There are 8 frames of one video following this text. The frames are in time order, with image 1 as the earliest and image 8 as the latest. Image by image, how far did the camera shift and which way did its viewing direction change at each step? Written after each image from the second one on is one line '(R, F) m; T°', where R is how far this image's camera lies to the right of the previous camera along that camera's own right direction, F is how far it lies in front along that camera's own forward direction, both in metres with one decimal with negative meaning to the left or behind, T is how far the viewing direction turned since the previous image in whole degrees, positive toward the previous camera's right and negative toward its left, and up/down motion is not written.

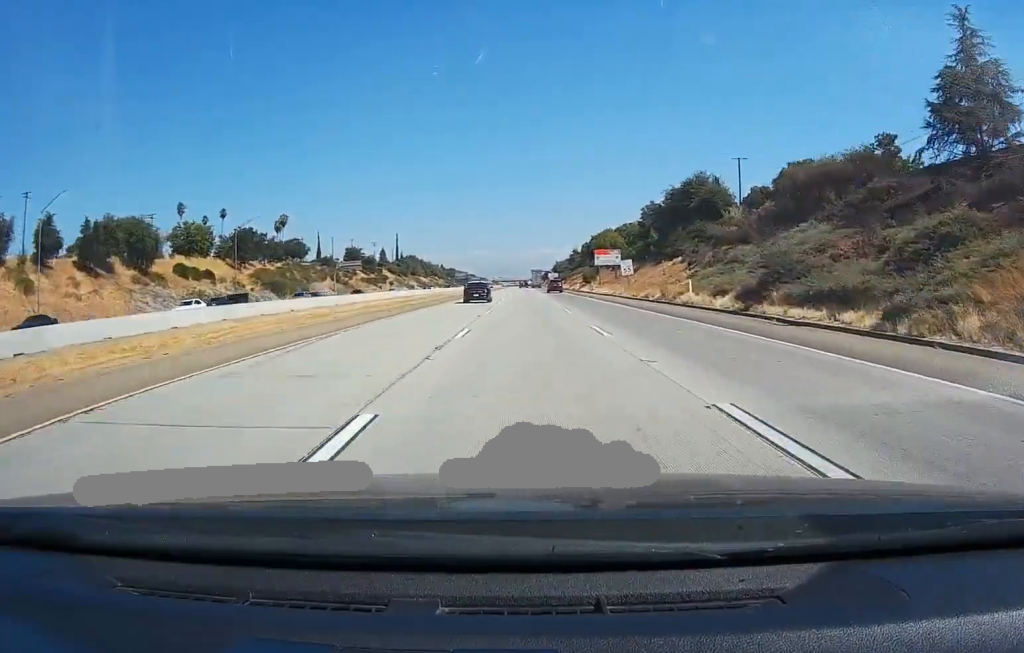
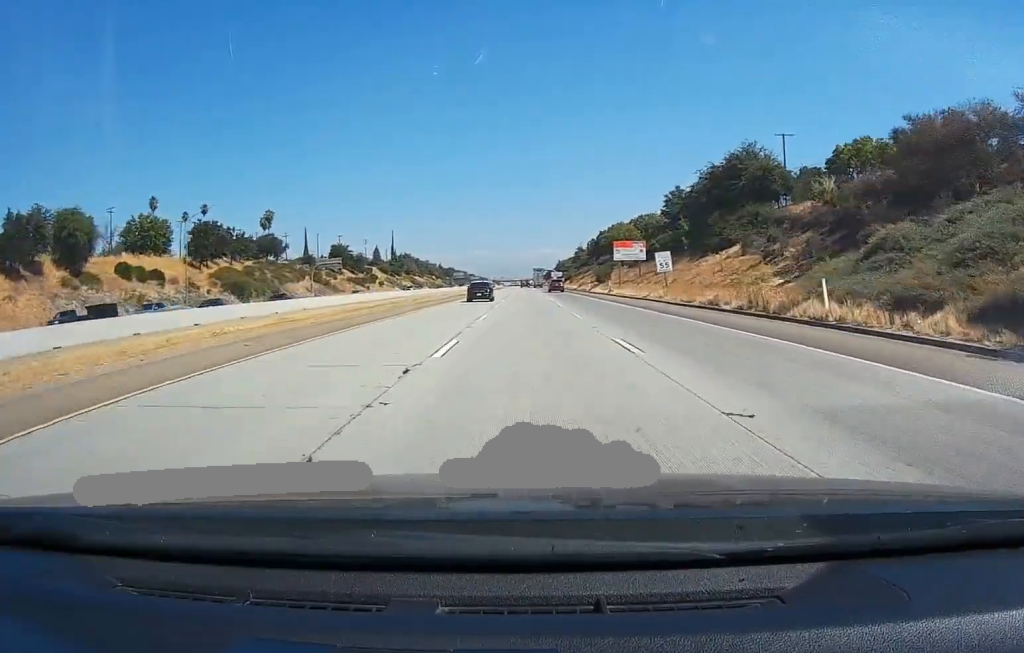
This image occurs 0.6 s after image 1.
(-0.2, +19.9) m; 0°
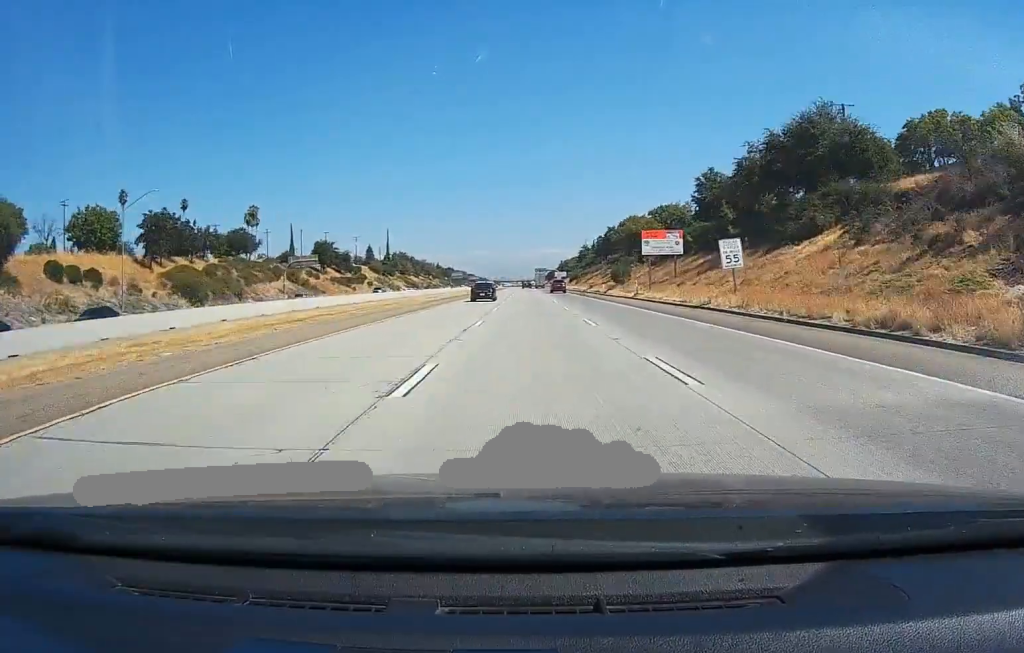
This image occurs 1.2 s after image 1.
(-0.1, +18.9) m; 0°
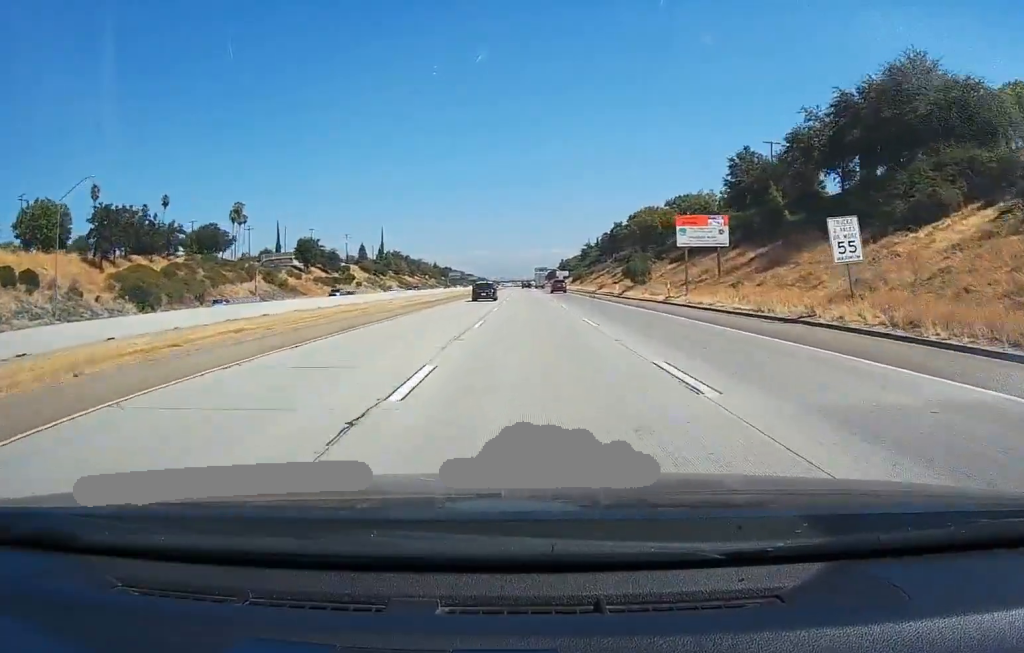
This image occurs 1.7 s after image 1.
(+0.1, +14.8) m; 0°
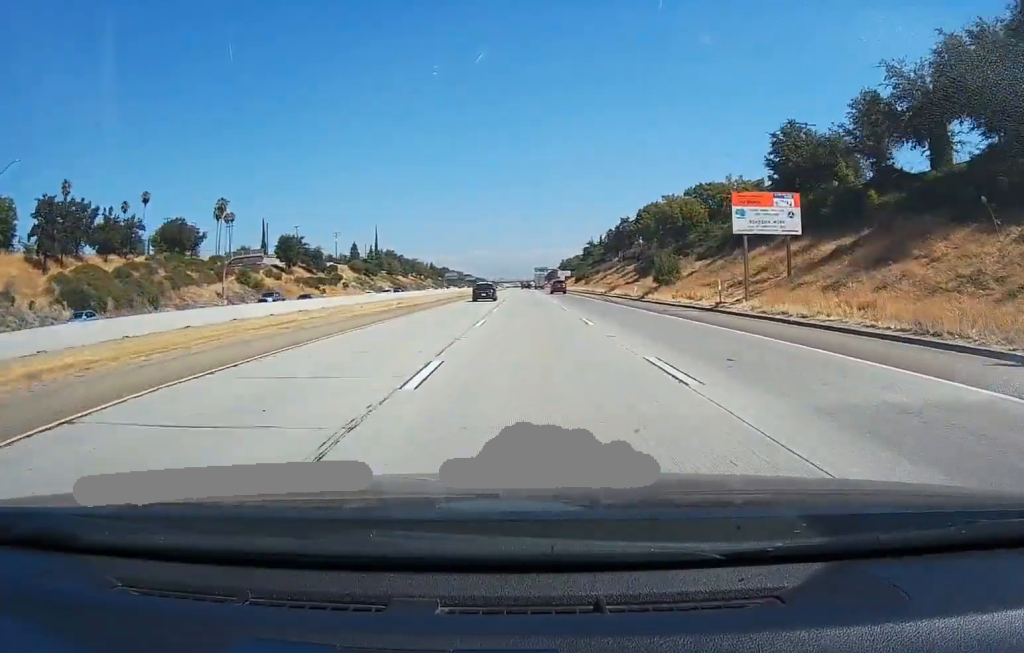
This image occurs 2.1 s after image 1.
(+0.1, +13.8) m; 0°
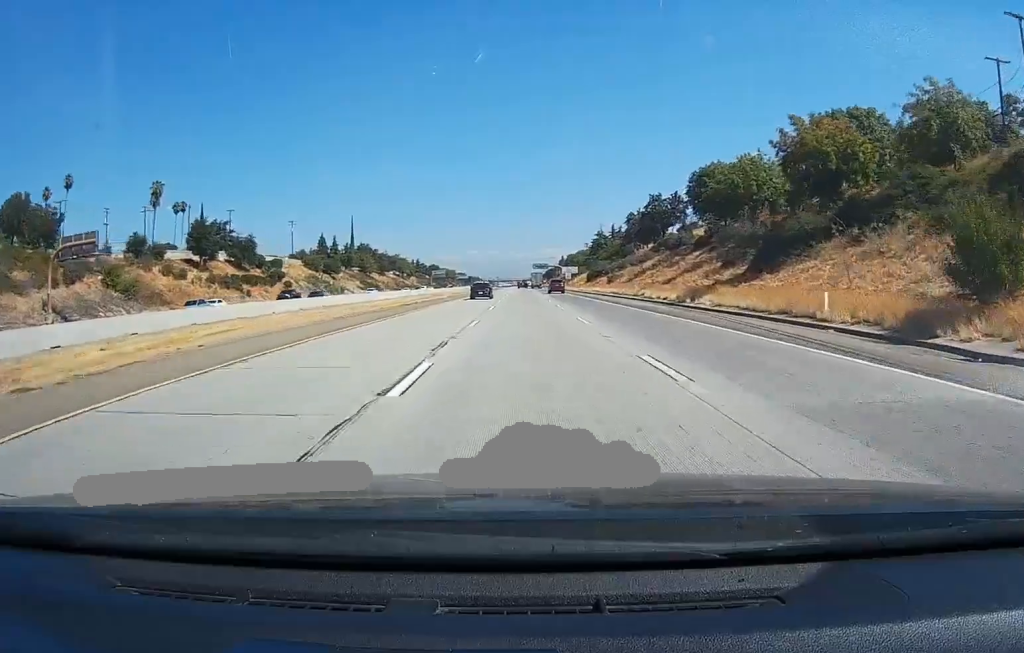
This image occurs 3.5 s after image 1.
(-0.2, +44.7) m; 0°
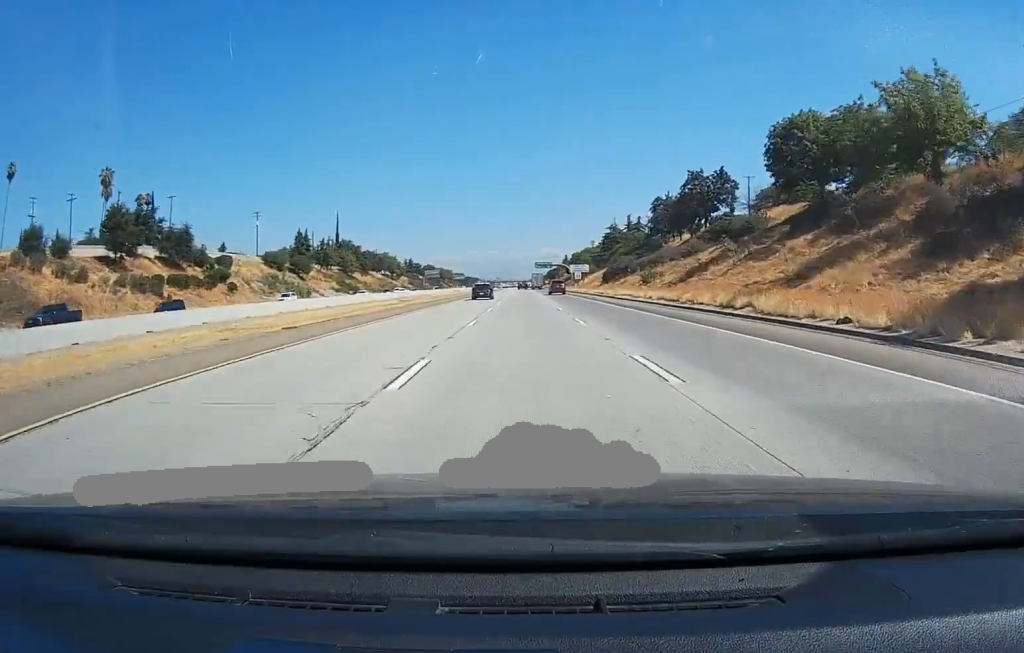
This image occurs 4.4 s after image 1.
(+0.2, +28.7) m; 0°
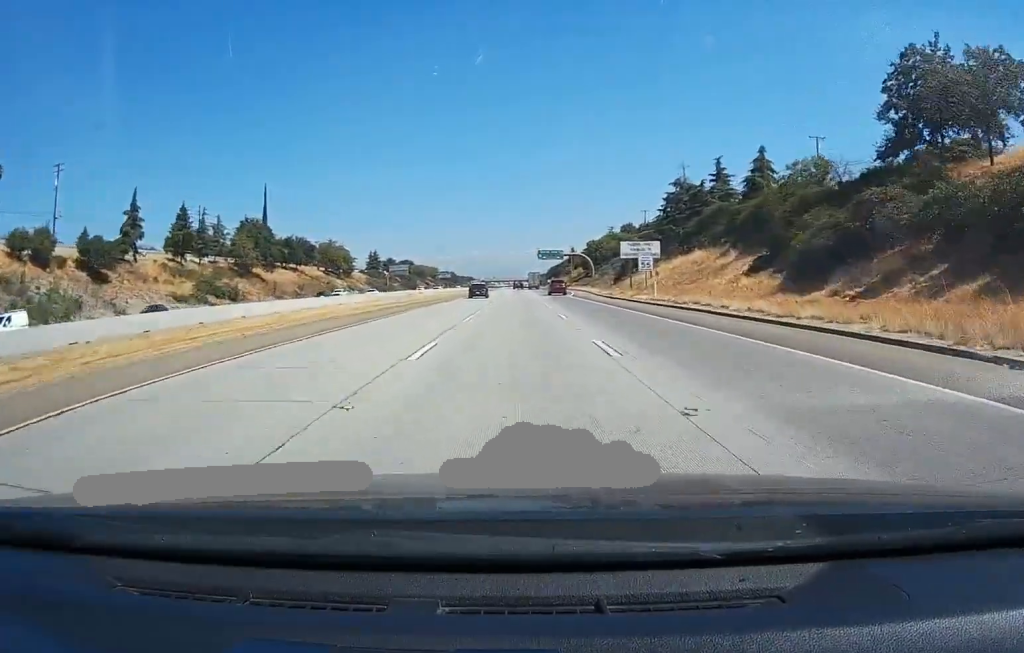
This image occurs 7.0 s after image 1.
(+0.2, +83.0) m; 0°
